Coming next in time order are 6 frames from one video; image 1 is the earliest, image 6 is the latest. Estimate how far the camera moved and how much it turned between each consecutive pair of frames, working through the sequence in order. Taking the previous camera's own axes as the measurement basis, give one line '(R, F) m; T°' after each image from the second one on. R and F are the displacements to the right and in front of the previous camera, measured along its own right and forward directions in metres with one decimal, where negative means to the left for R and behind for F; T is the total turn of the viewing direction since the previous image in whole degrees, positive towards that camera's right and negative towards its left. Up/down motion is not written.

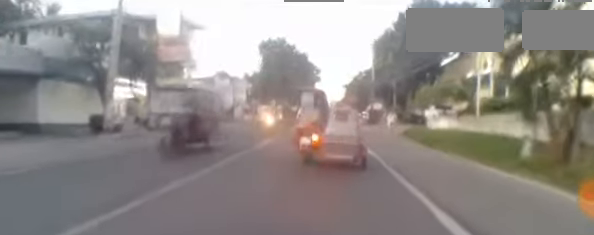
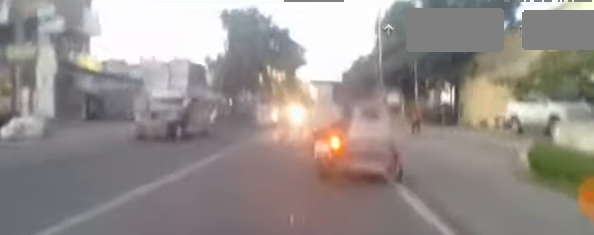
(+0.4, +15.8) m; +2°
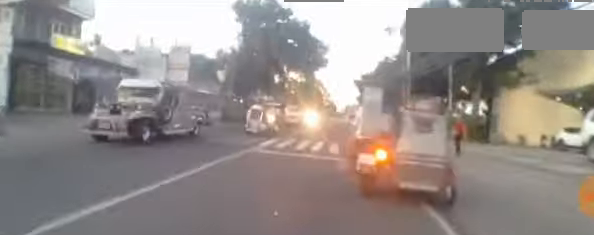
(-0.2, +4.4) m; +3°
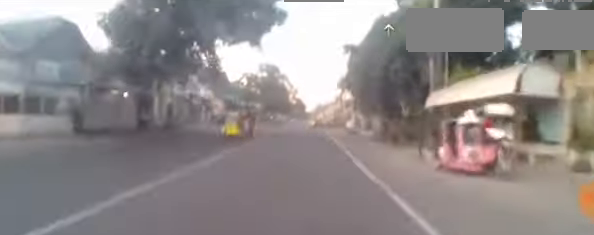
(+0.9, +16.1) m; 0°
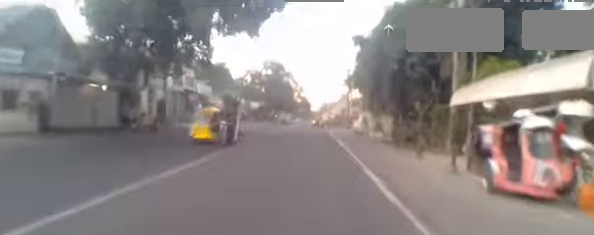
(-0.1, +2.5) m; +1°
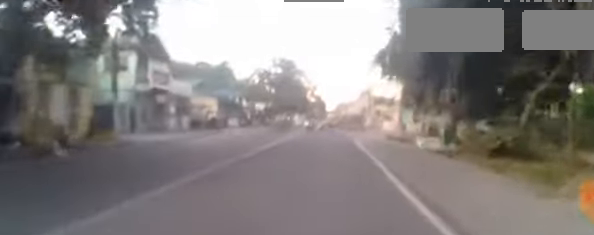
(+0.3, +8.6) m; +1°
